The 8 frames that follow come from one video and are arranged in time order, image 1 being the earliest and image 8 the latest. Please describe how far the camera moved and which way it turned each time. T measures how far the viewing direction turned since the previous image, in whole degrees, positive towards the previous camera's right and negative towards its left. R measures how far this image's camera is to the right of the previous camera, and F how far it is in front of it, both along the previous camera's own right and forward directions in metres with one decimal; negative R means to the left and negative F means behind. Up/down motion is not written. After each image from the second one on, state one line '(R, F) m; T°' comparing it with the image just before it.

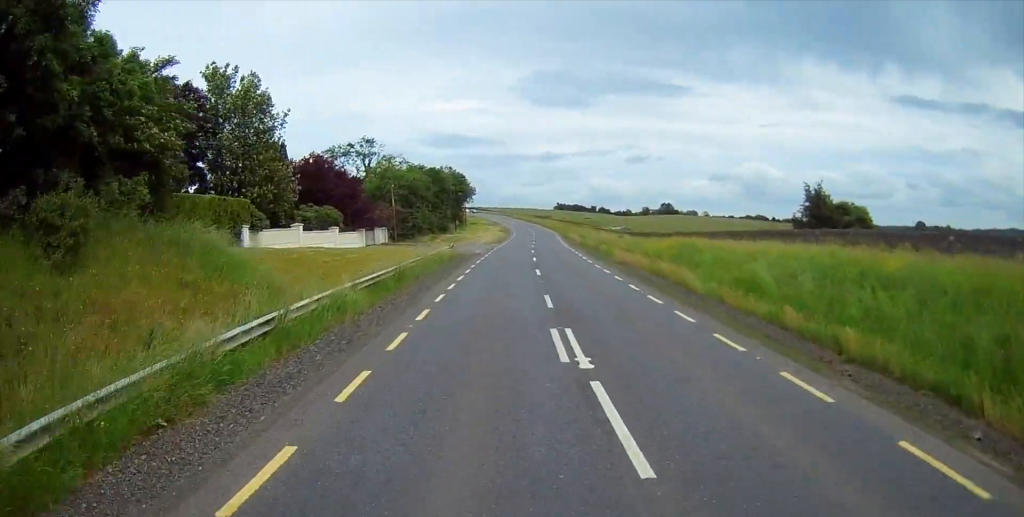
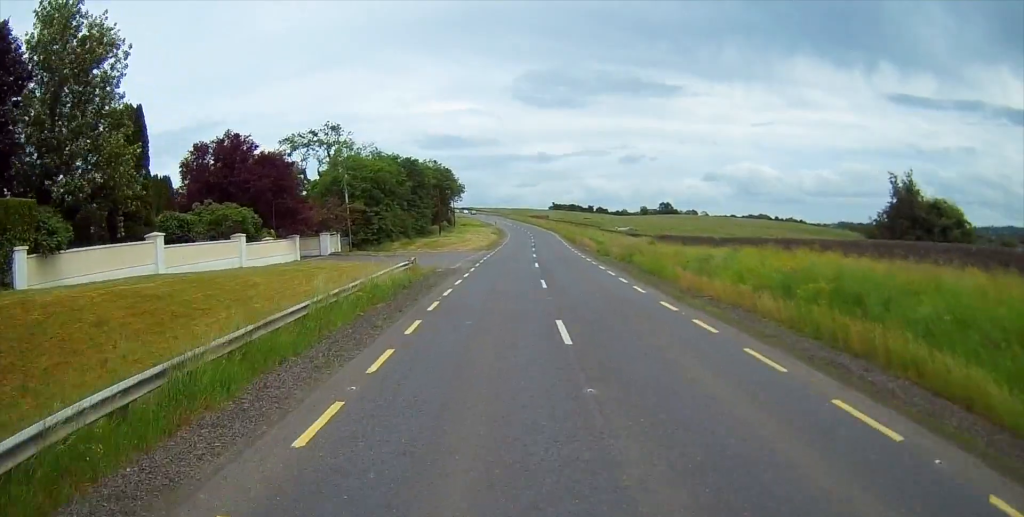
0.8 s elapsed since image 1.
(+0.1, +17.2) m; 0°
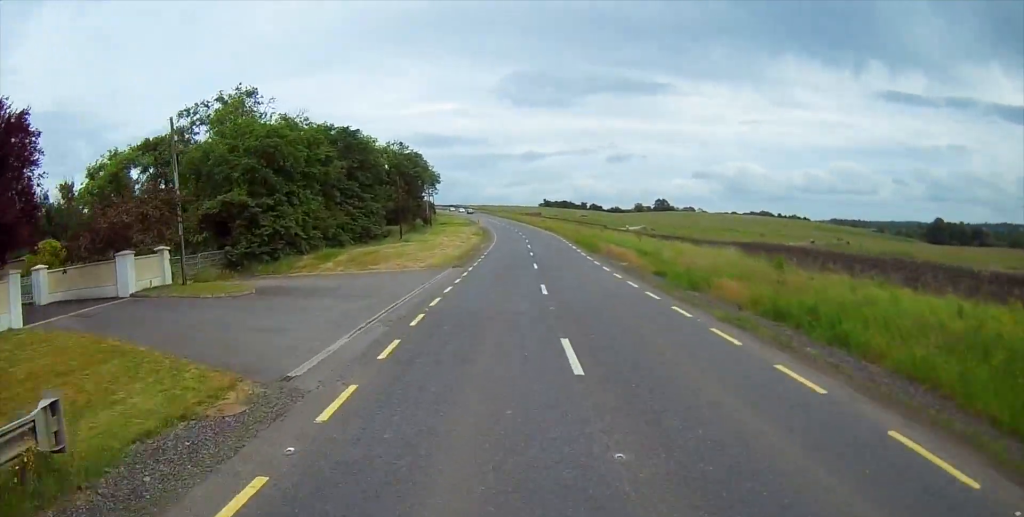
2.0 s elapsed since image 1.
(0.0, +25.7) m; +1°
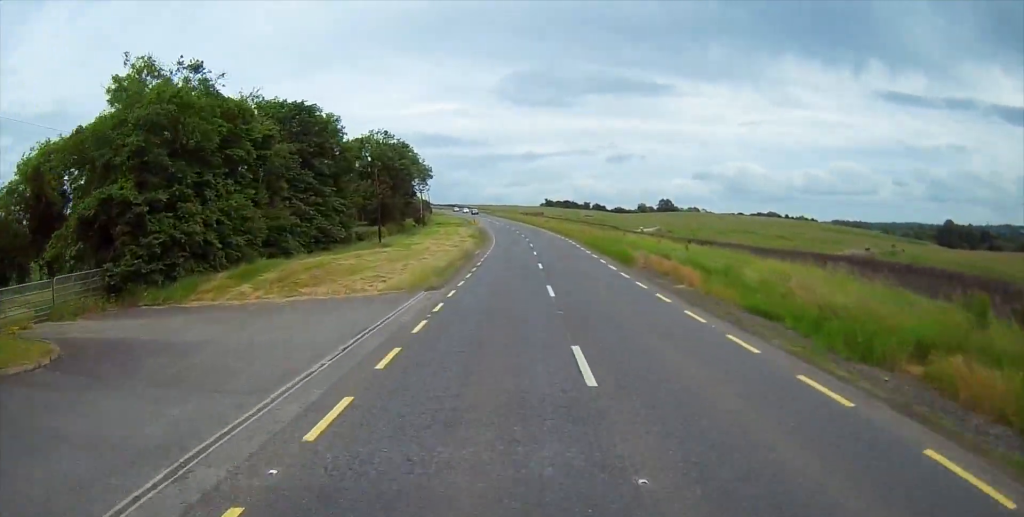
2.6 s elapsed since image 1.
(+0.1, +12.0) m; 0°
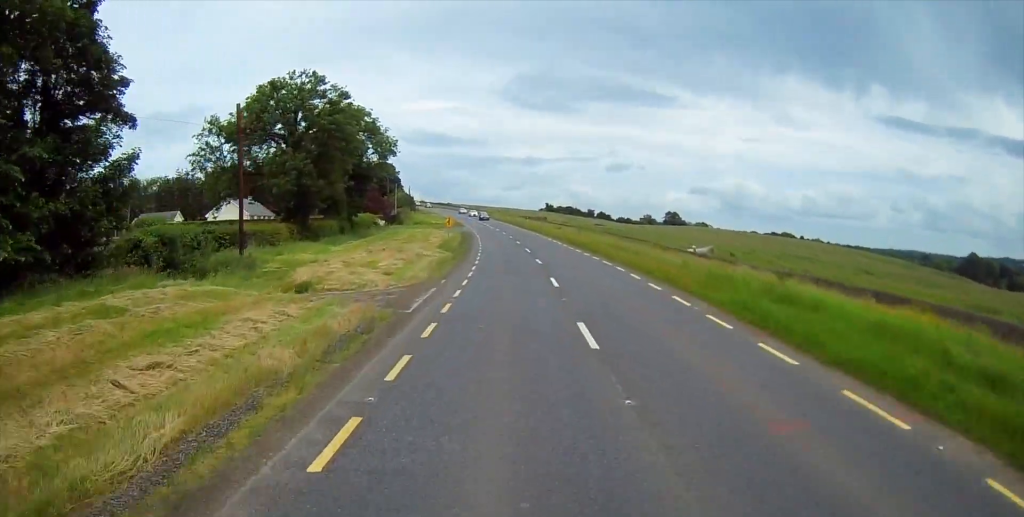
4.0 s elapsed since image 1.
(+0.1, +31.2) m; 0°
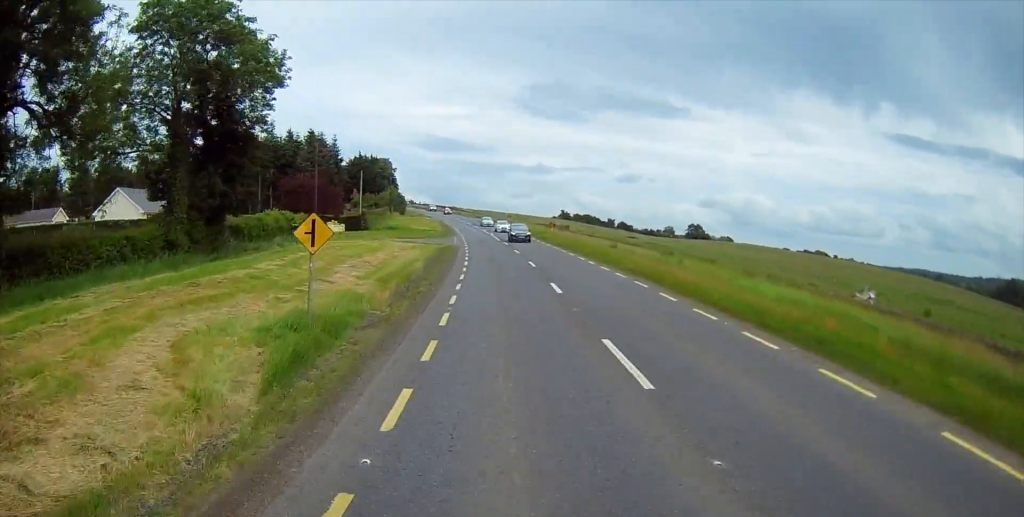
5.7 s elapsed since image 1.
(-0.1, +36.4) m; -1°
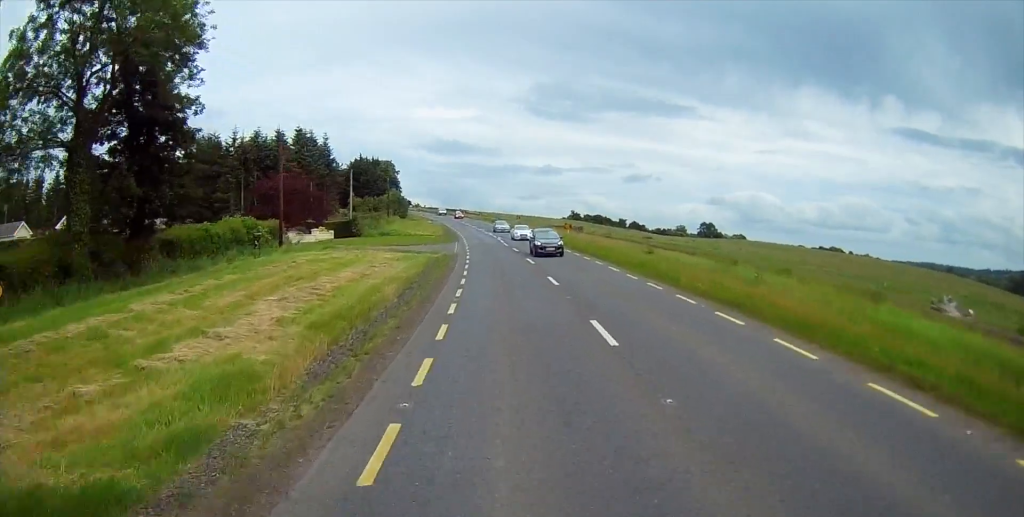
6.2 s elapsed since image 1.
(-0.1, +9.3) m; 0°
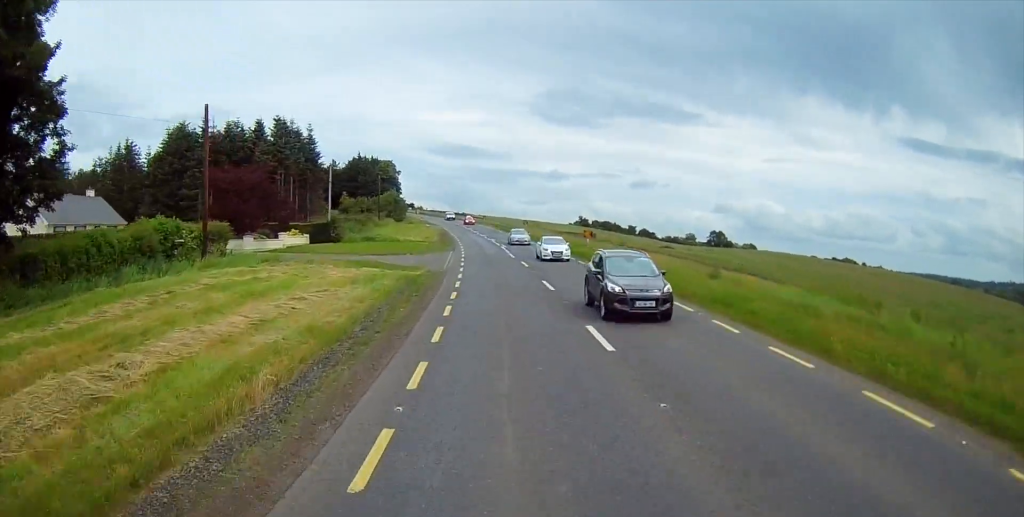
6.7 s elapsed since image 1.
(+0.1, +11.6) m; 0°
